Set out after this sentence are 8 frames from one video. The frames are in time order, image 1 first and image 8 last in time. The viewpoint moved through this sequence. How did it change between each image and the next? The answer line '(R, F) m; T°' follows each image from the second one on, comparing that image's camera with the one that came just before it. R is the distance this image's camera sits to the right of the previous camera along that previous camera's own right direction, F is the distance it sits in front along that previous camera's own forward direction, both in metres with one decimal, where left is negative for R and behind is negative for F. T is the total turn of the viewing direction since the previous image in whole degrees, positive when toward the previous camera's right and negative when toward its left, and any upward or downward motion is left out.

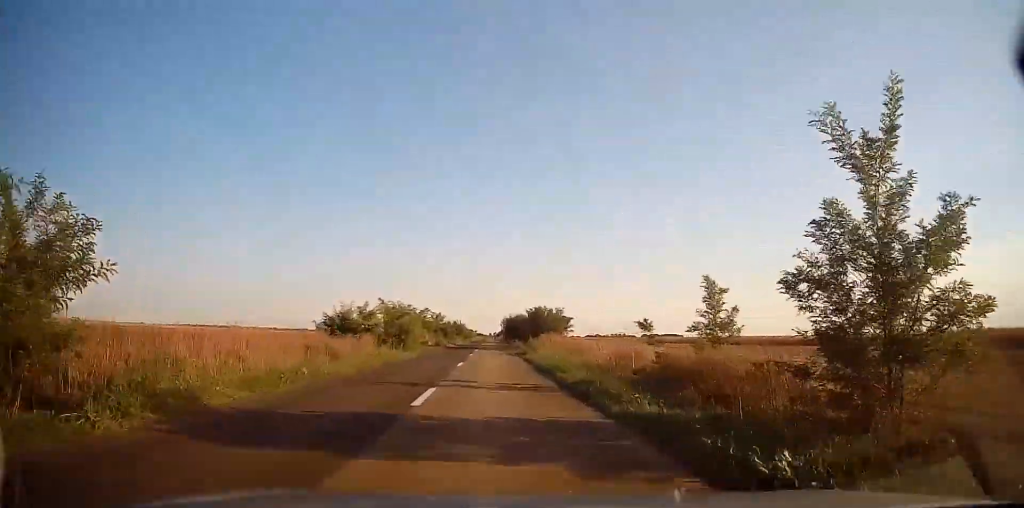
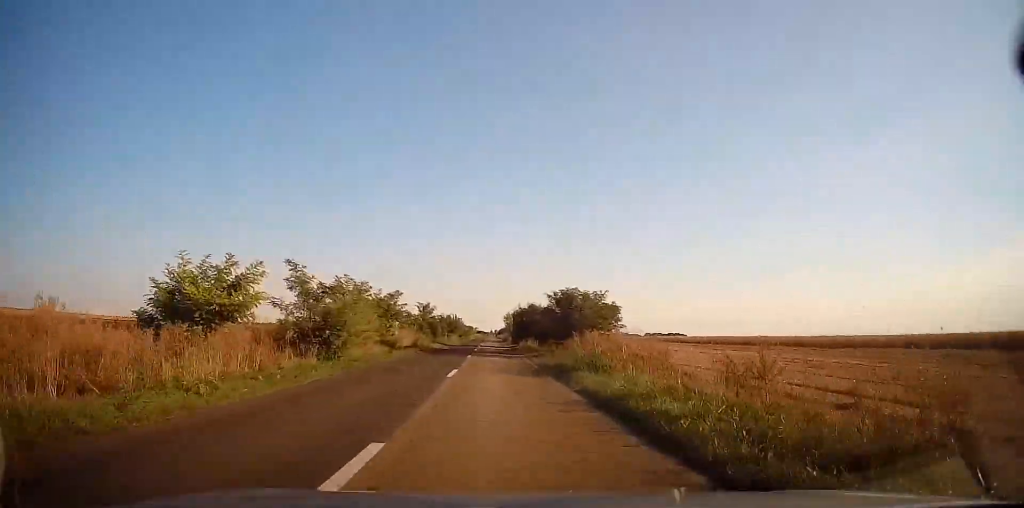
(+0.1, +18.4) m; 0°
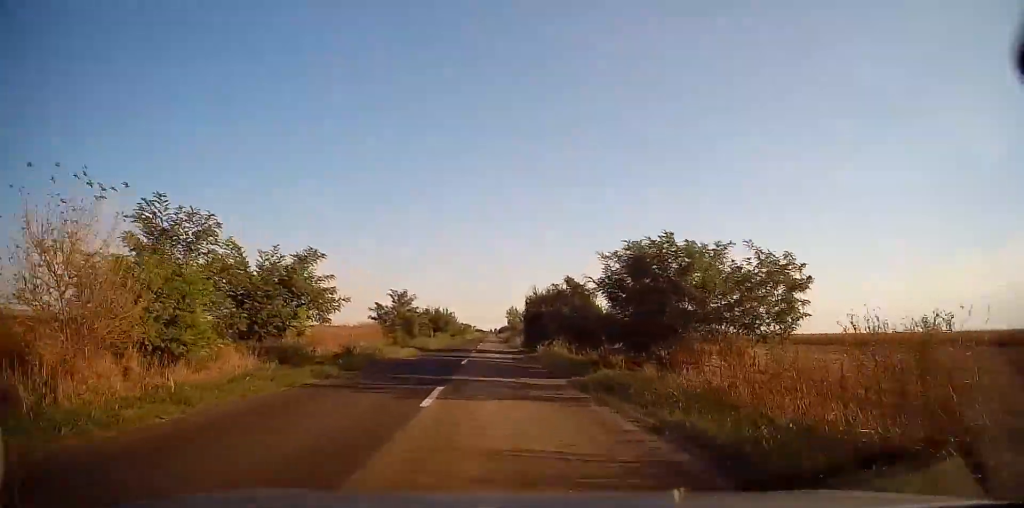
(0.0, +18.0) m; 0°
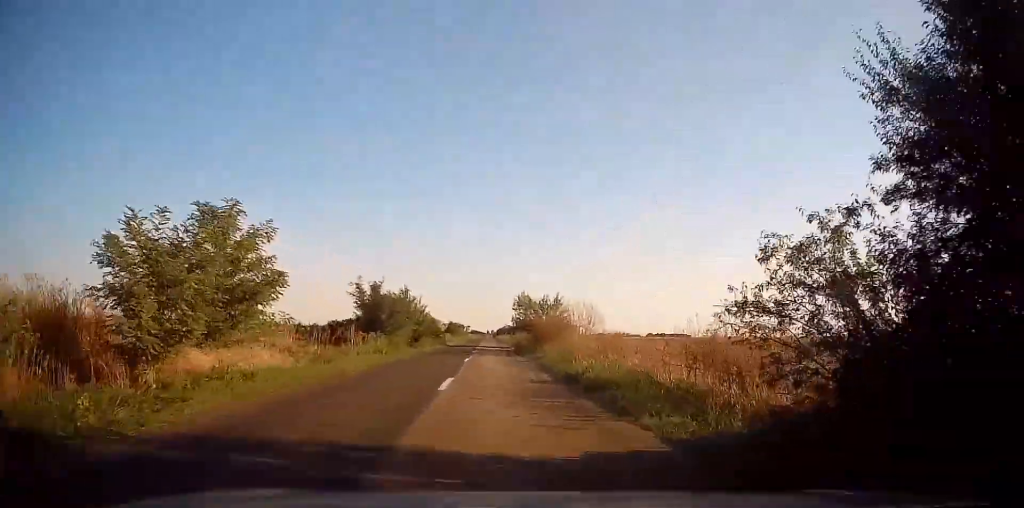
(-0.1, +33.2) m; 0°
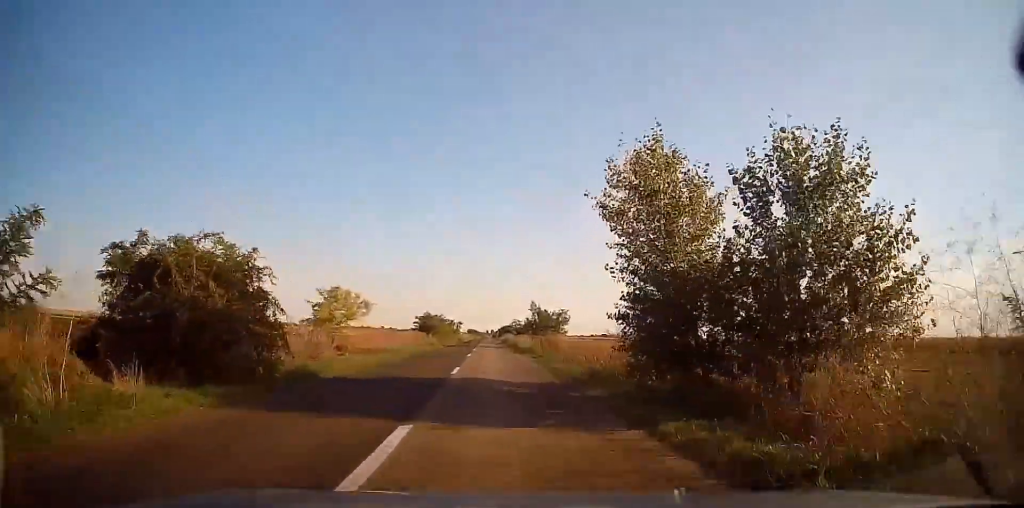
(+0.2, +43.6) m; 0°
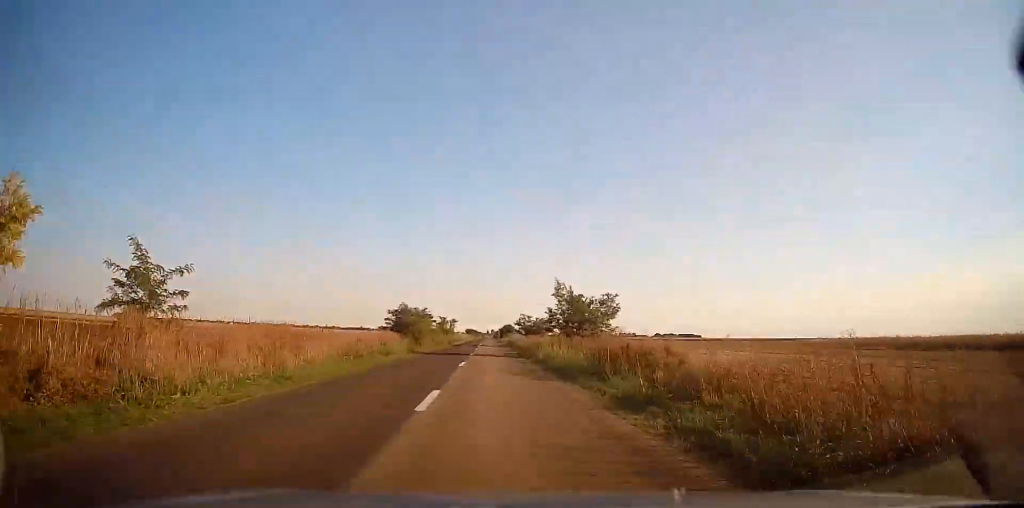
(0.0, +19.6) m; 0°
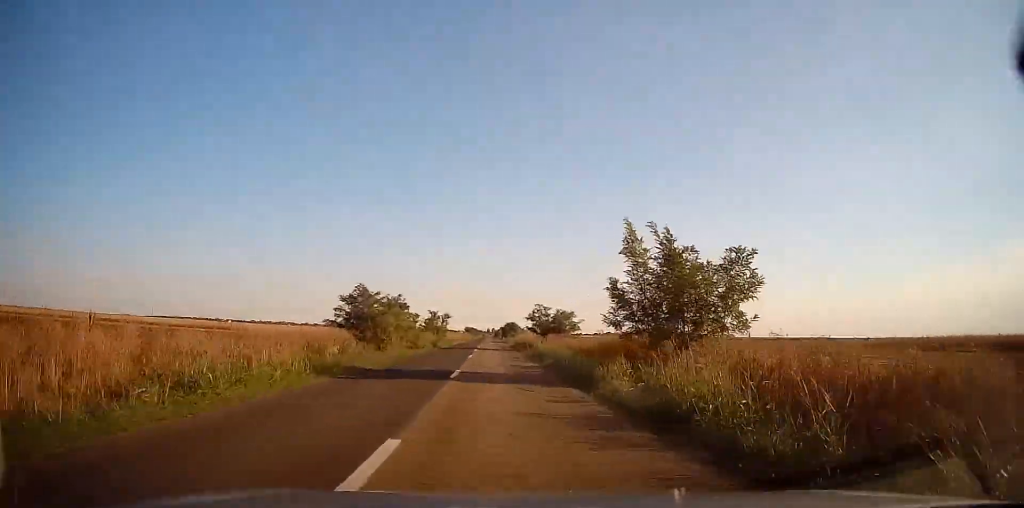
(0.0, +17.4) m; 0°
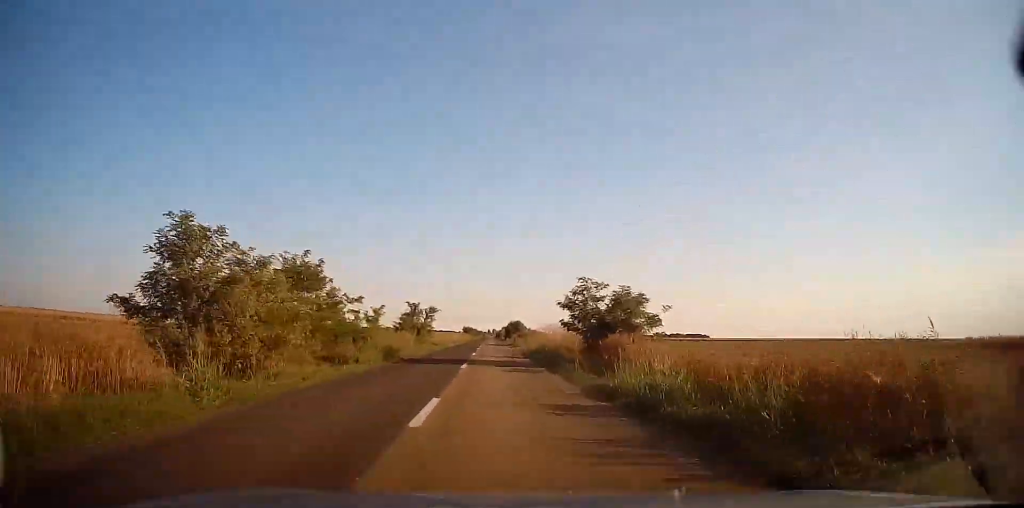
(0.0, +20.3) m; 0°
